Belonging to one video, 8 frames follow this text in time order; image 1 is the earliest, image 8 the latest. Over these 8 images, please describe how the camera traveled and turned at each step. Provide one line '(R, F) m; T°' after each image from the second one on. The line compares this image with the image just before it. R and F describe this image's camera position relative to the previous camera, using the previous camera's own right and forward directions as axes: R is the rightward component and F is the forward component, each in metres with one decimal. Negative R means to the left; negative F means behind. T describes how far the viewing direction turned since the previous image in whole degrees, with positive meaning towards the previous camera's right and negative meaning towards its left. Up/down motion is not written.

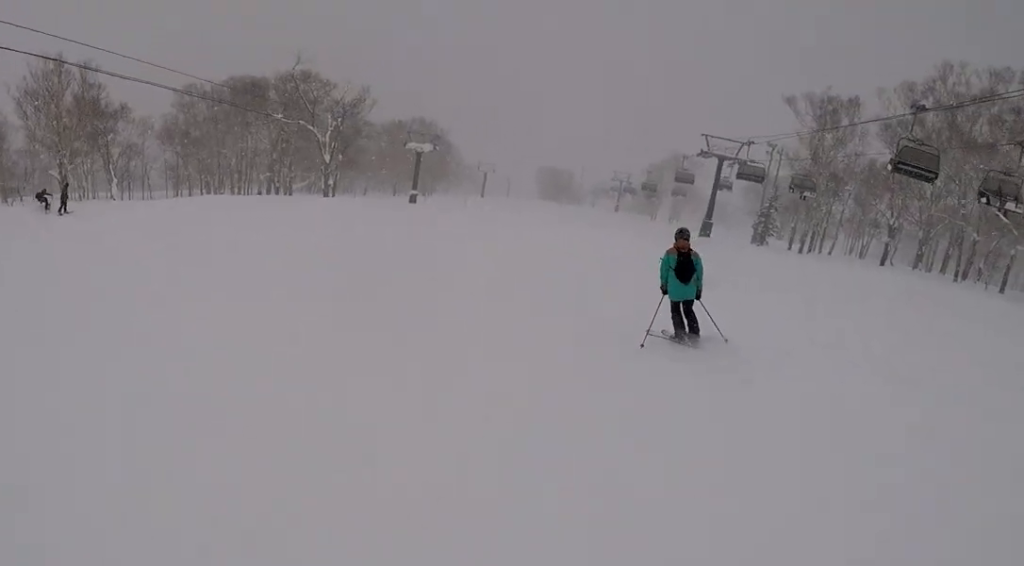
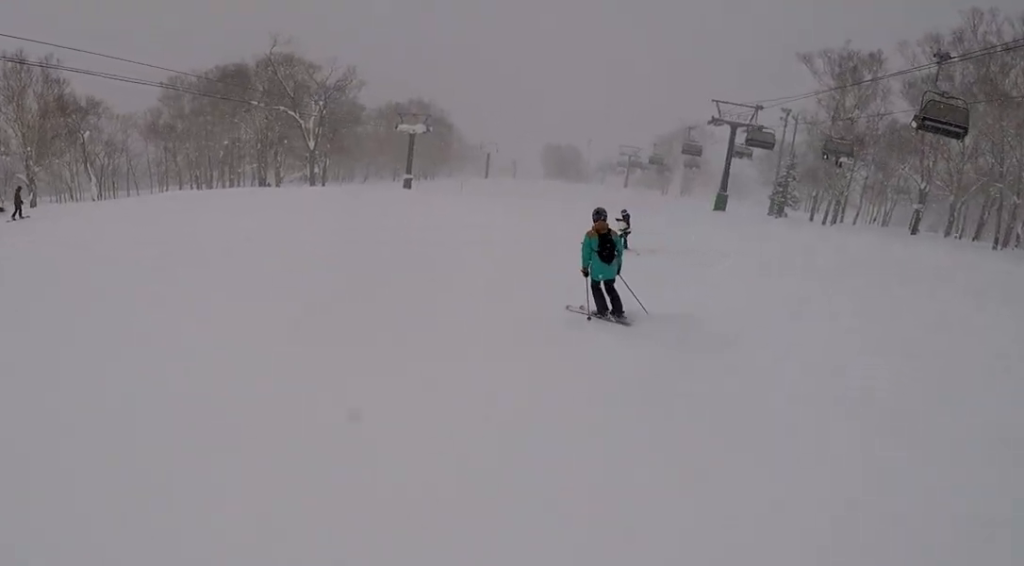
(0.0, +4.6) m; +2°
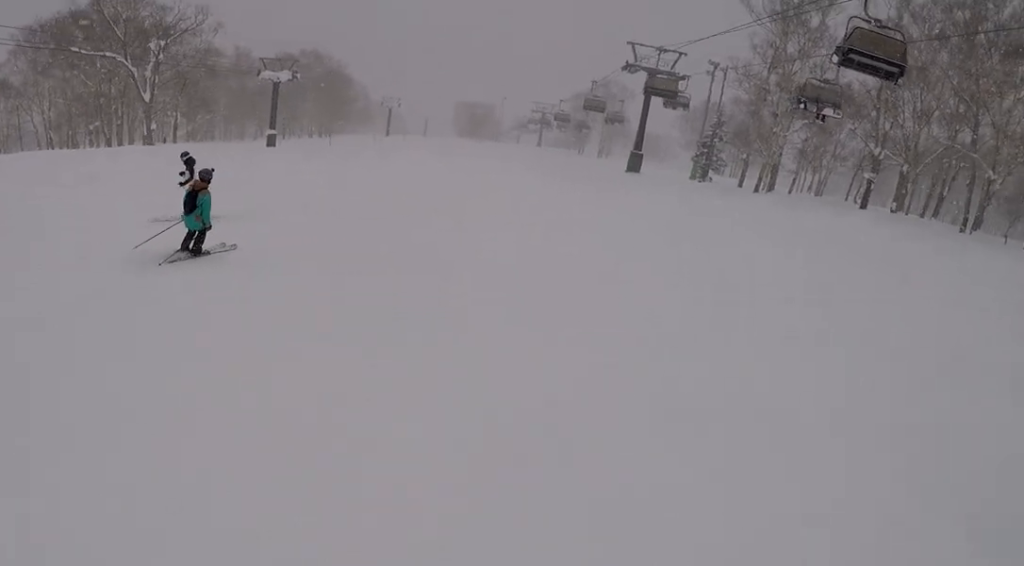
(+0.9, +10.0) m; -3°
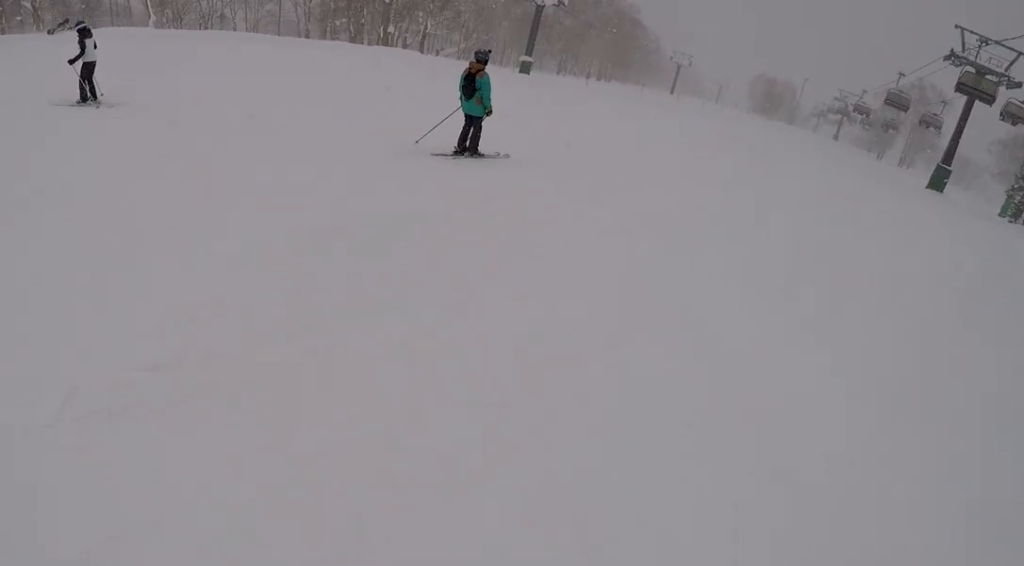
(-1.3, +6.4) m; -15°
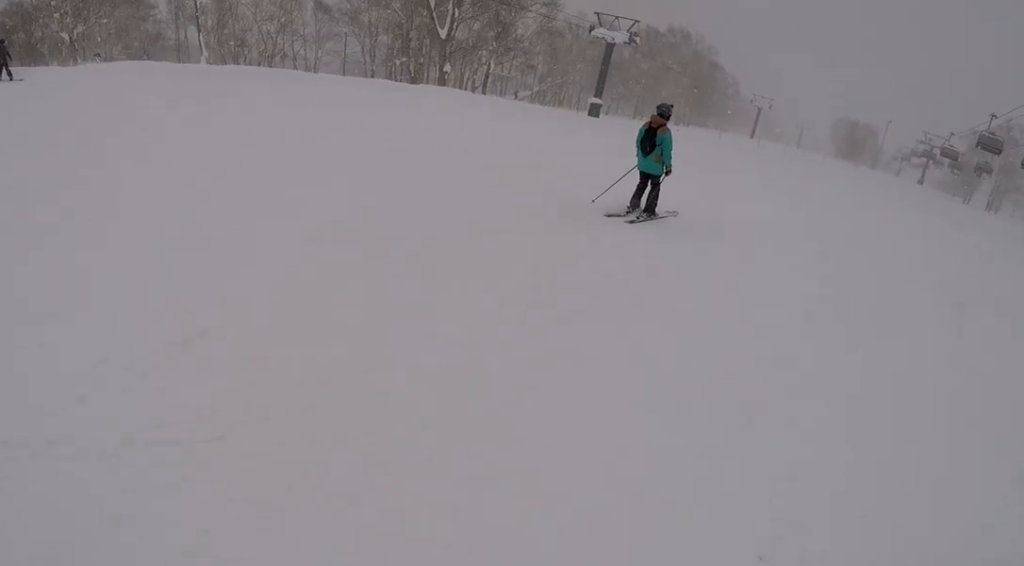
(-0.4, +4.7) m; -4°
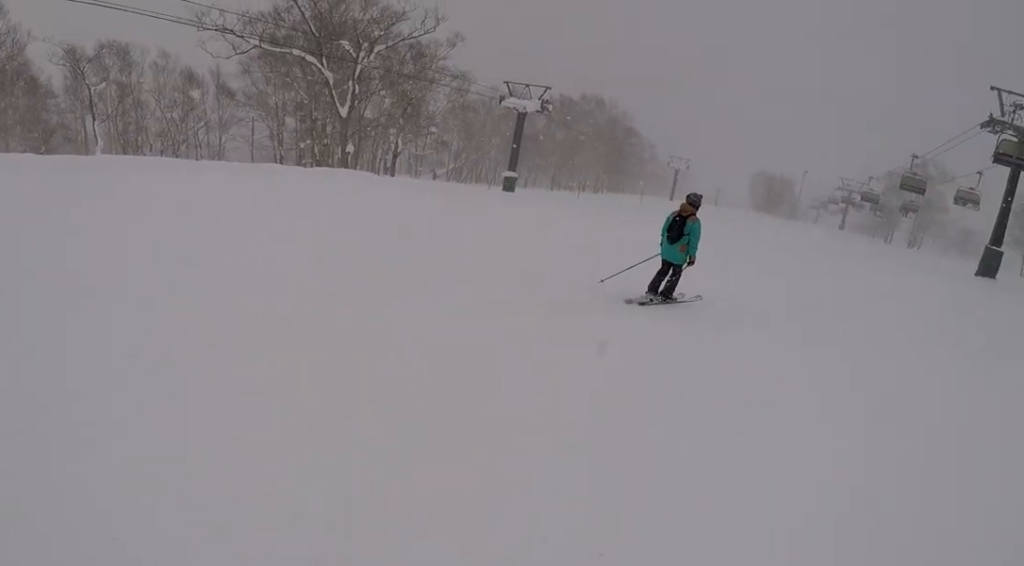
(-0.2, +3.5) m; 0°
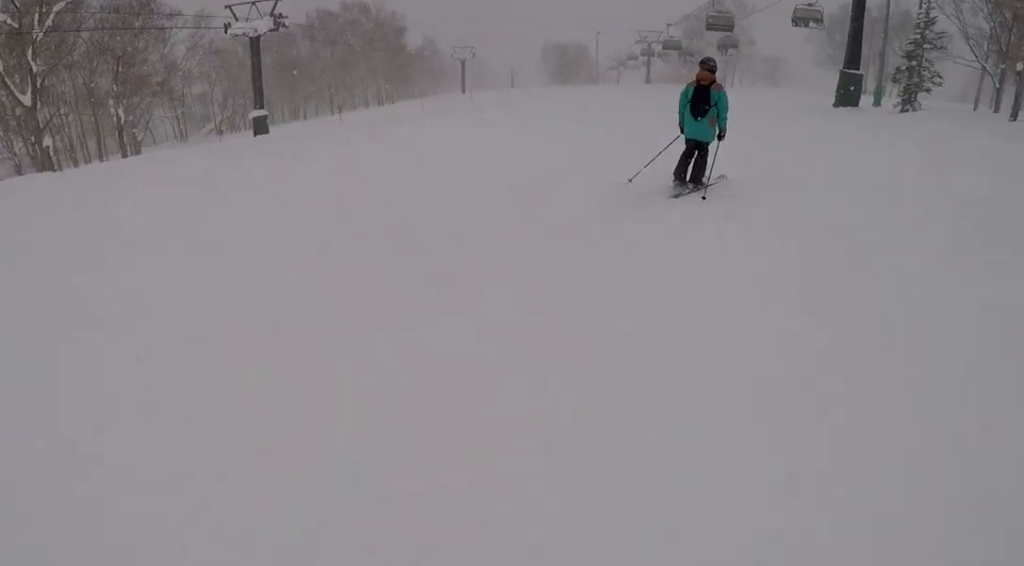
(+0.3, +8.1) m; +11°
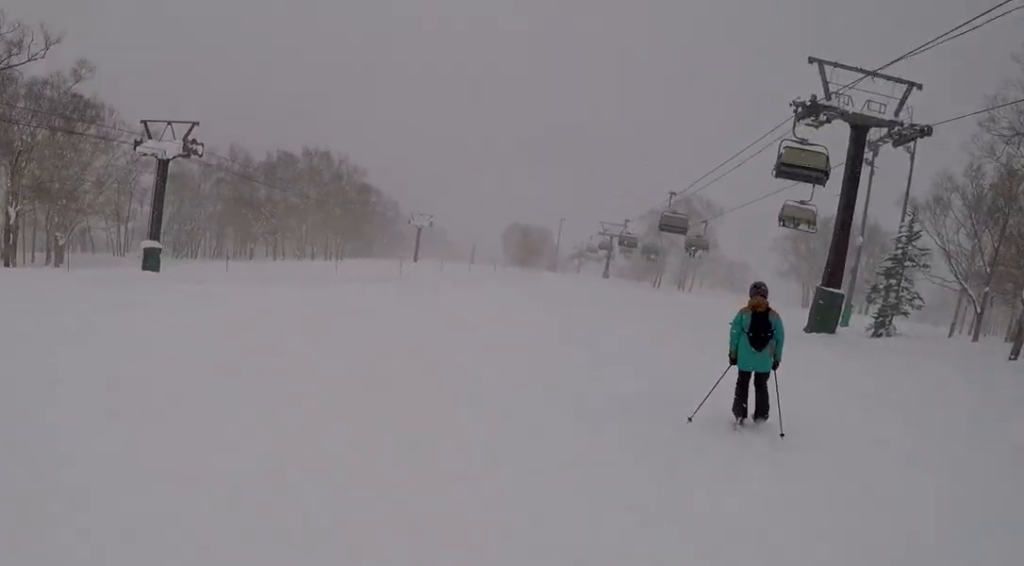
(+1.0, +7.1) m; +8°
